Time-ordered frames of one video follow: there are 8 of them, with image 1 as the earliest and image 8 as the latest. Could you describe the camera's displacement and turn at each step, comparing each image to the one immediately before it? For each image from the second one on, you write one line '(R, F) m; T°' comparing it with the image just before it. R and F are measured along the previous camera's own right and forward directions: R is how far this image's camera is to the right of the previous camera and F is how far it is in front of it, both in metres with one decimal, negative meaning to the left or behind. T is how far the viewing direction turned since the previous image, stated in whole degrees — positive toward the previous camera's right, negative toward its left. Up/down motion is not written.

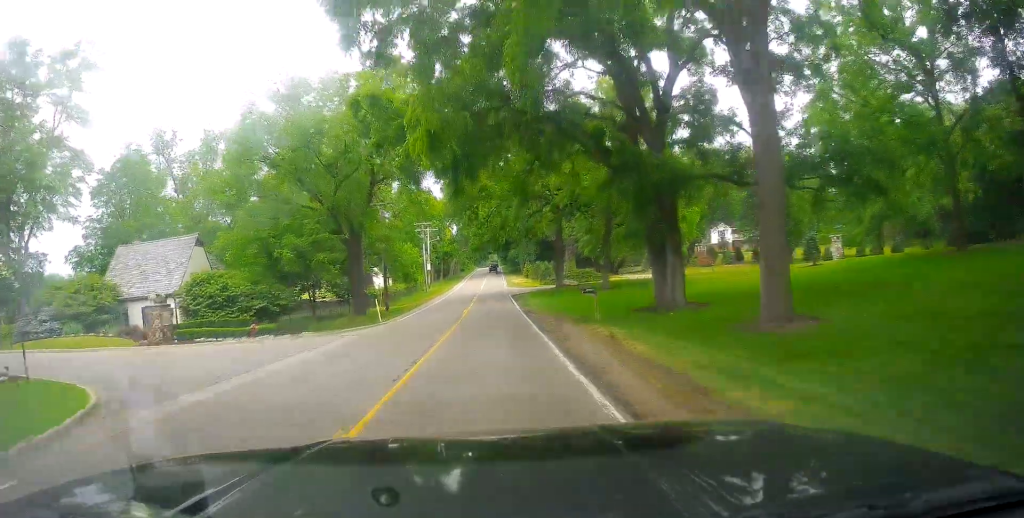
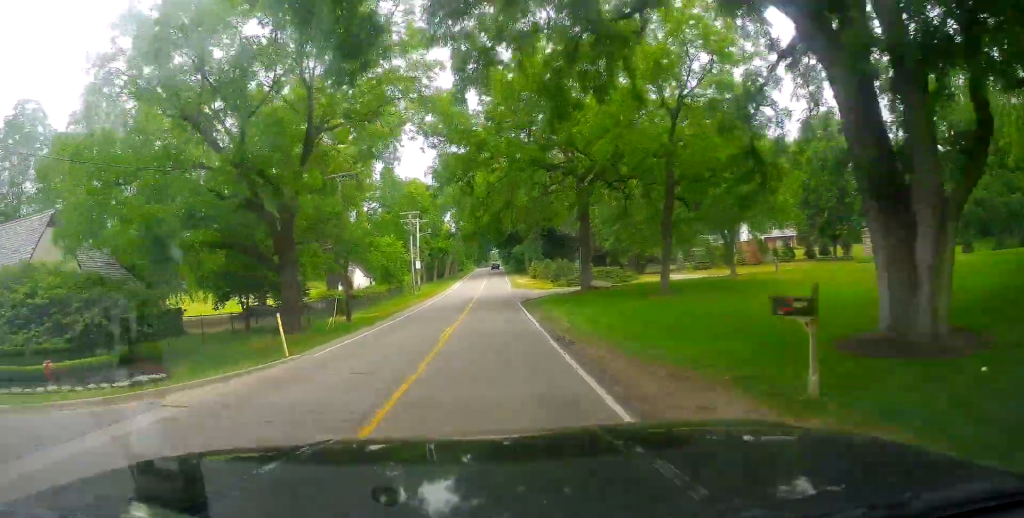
(+0.2, +15.3) m; -1°
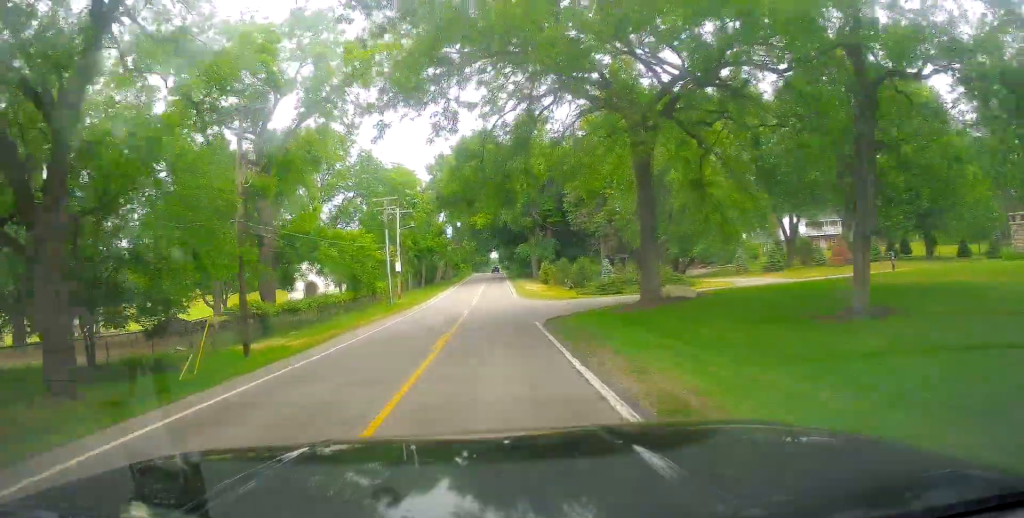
(-0.6, +16.9) m; 0°
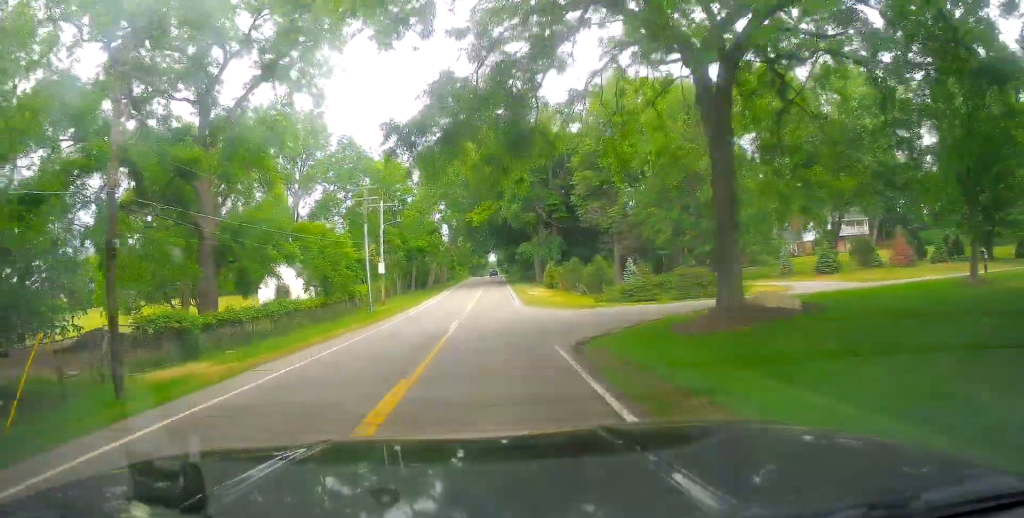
(+0.4, +8.6) m; +1°
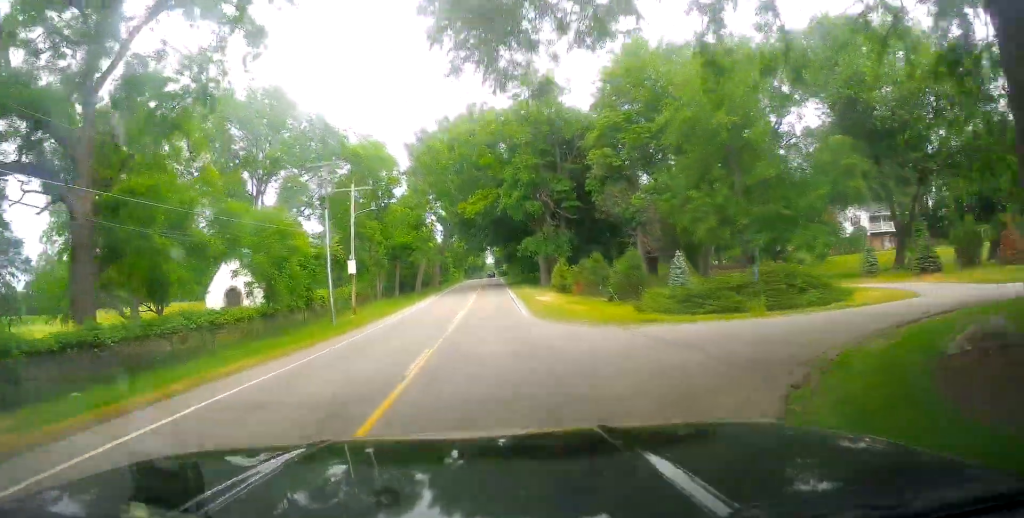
(+0.1, +10.9) m; 0°
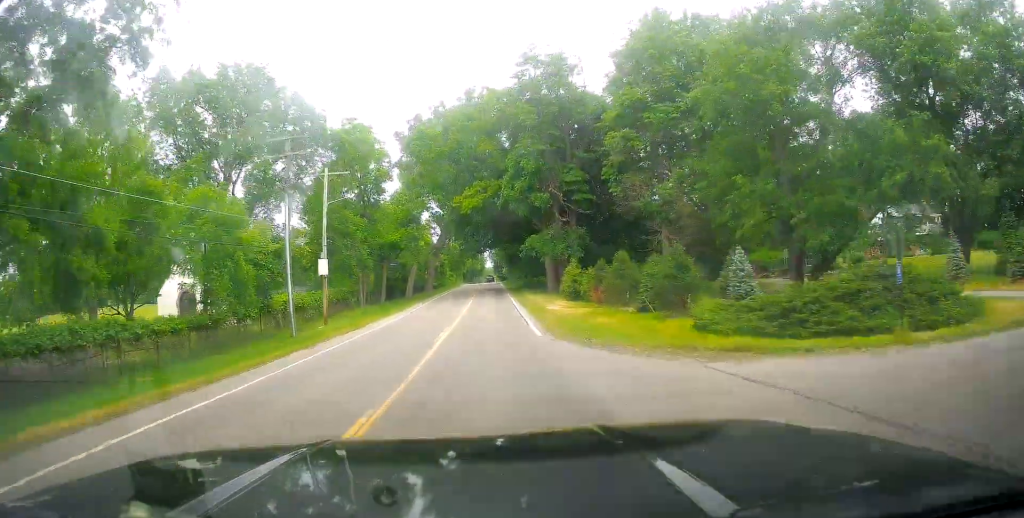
(-0.1, +7.5) m; -1°
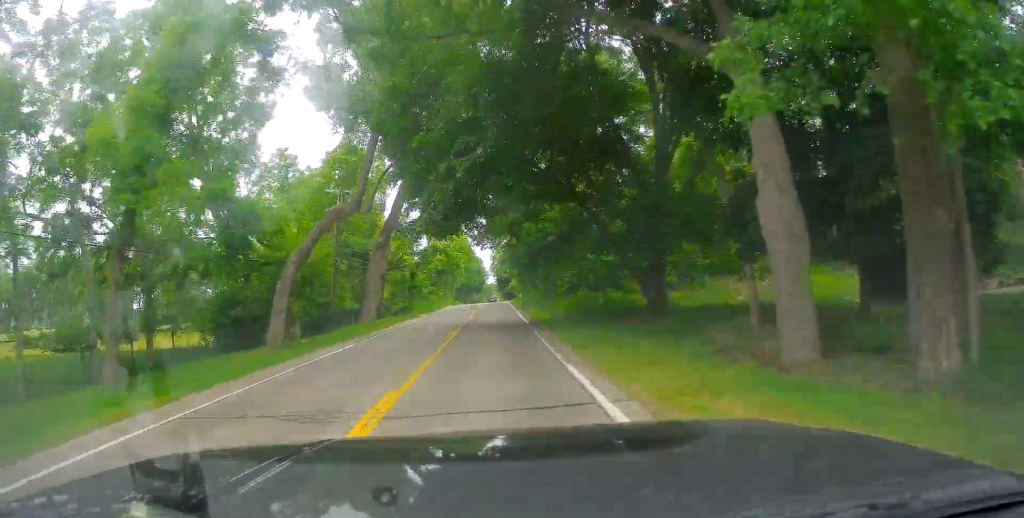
(+0.6, +43.0) m; +2°
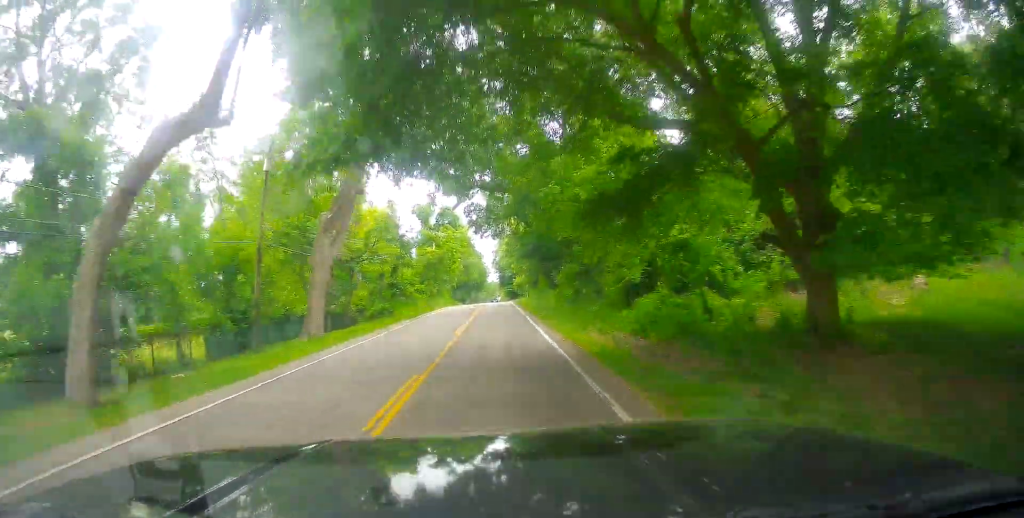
(+0.1, +14.0) m; -1°
